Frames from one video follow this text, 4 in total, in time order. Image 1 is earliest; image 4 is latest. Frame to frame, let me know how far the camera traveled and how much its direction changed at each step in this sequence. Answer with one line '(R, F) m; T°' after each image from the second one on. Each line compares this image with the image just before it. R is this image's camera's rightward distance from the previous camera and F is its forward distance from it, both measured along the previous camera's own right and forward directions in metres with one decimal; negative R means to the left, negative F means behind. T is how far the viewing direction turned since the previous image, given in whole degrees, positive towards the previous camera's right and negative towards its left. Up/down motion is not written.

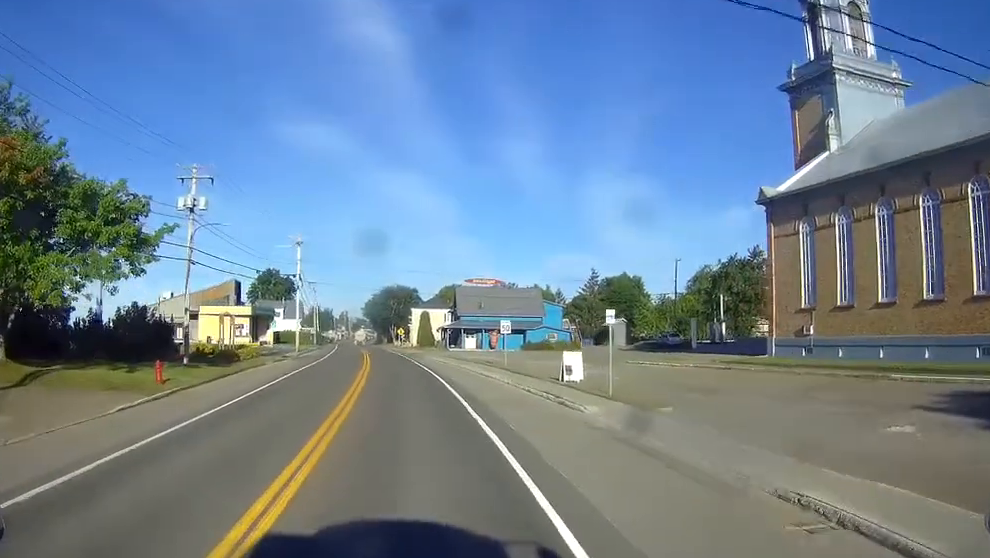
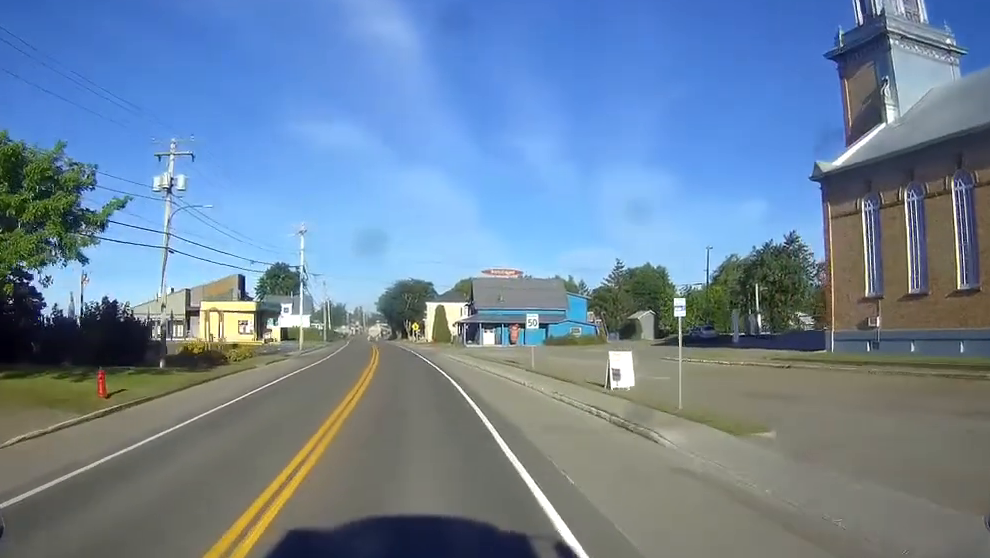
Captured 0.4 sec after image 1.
(0.0, +6.9) m; -1°
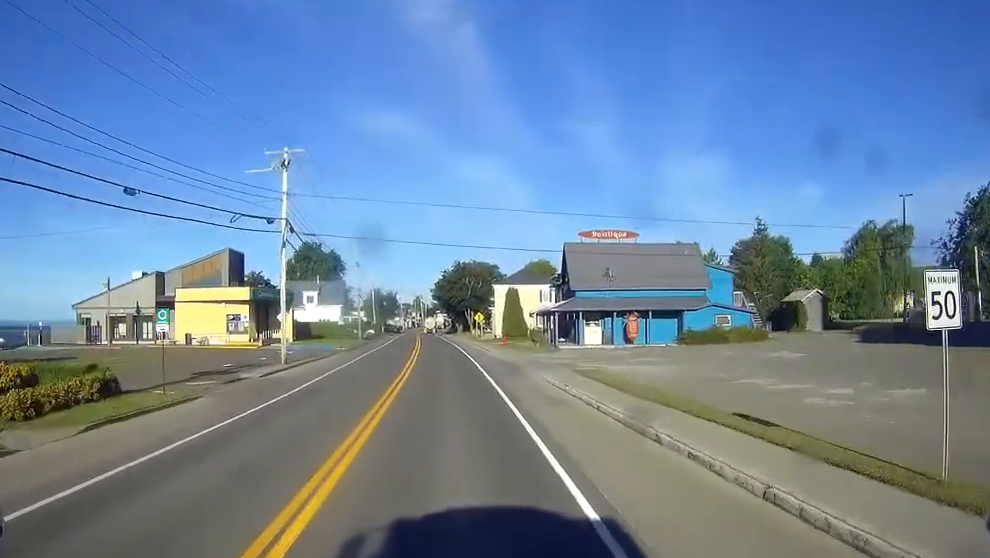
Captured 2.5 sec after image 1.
(-0.8, +33.2) m; -2°
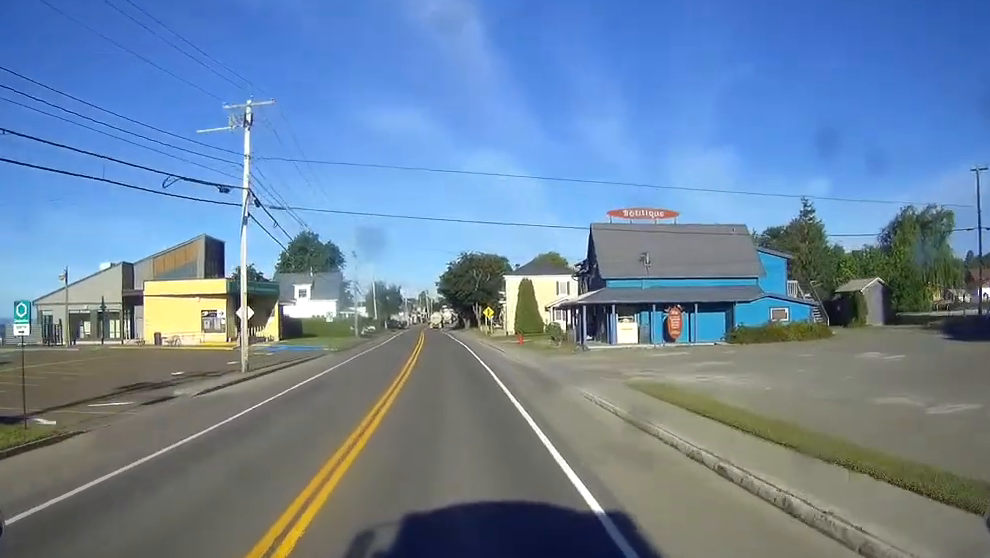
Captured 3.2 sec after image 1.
(0.0, +10.1) m; 0°
